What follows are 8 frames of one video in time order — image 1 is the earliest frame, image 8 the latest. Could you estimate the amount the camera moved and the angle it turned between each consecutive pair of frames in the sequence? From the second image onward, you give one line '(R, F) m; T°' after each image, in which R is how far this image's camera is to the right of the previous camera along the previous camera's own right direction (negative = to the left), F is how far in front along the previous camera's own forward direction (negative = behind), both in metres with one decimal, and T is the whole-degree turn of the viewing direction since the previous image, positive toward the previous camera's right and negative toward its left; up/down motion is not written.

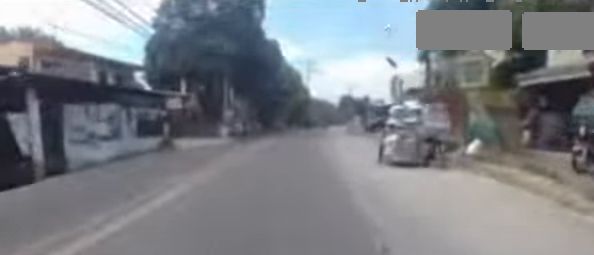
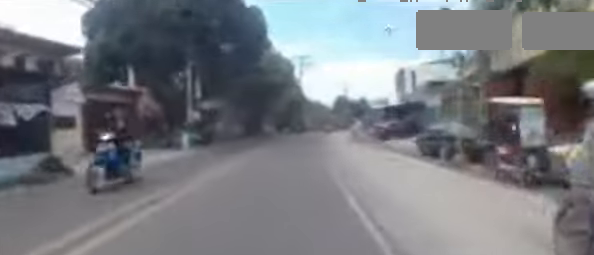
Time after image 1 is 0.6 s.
(0.0, +6.6) m; +1°
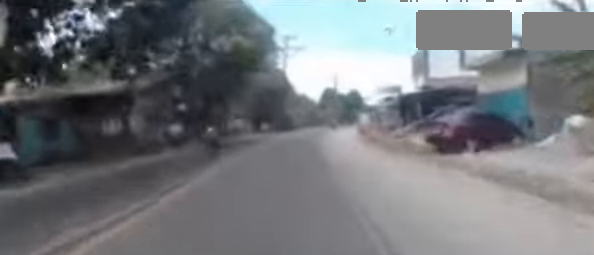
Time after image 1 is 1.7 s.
(+0.4, +11.3) m; +6°
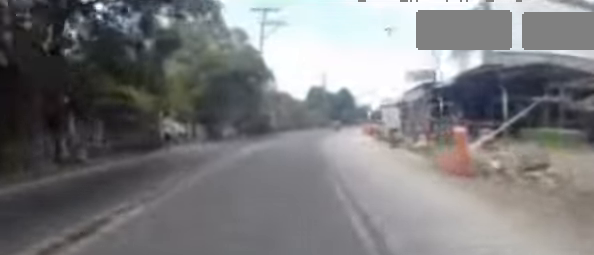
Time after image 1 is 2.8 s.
(+0.7, +11.8) m; +4°
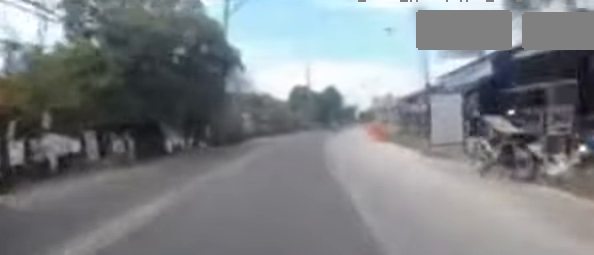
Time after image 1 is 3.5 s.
(0.0, +7.4) m; +1°
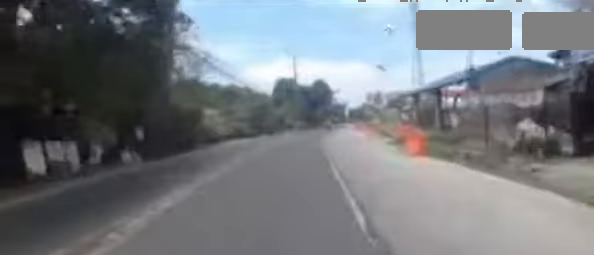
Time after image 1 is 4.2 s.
(+0.1, +7.6) m; +1°
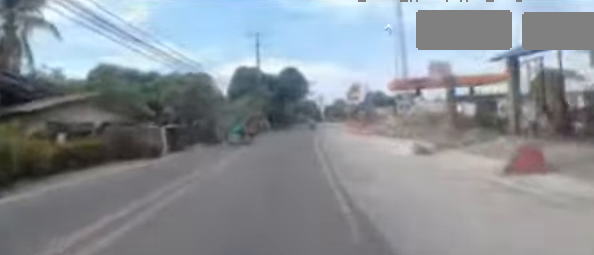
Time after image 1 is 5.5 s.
(+0.4, +14.3) m; +6°
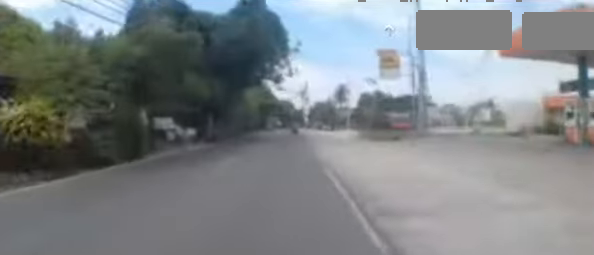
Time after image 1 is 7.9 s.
(+2.5, +26.8) m; +8°
